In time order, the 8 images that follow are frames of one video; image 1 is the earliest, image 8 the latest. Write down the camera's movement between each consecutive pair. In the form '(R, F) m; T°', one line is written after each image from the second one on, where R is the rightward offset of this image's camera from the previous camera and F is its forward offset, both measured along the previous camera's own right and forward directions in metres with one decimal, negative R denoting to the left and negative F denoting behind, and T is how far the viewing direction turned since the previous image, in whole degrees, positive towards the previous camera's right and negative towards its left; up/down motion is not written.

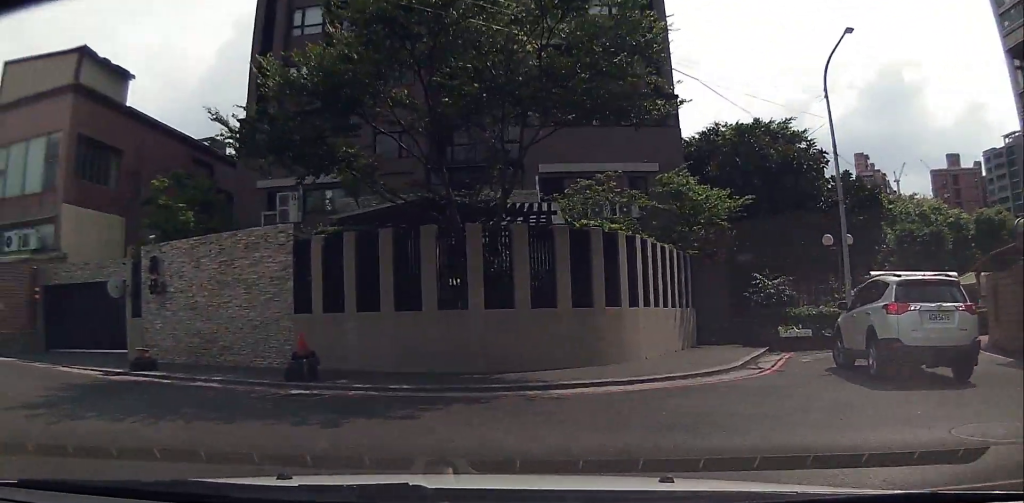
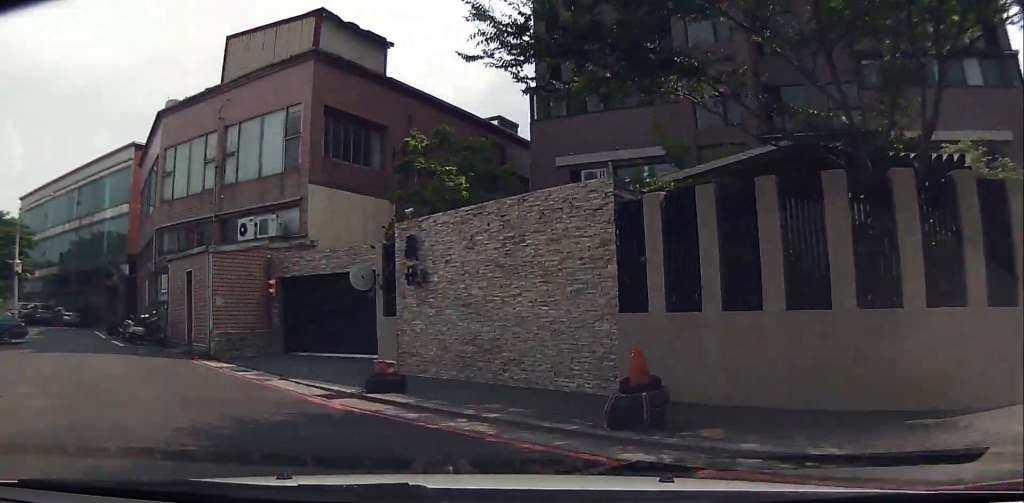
(-0.9, +5.0) m; -23°
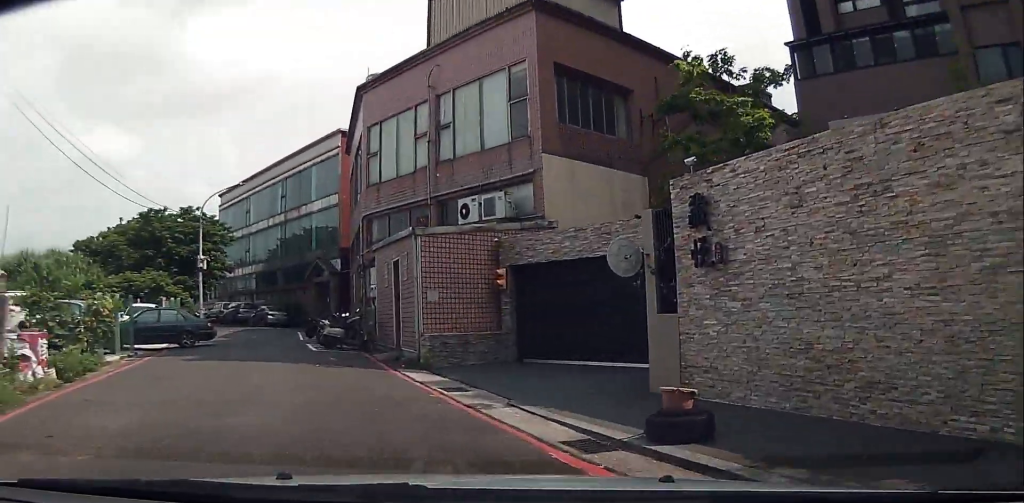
(-0.7, +3.7) m; -17°
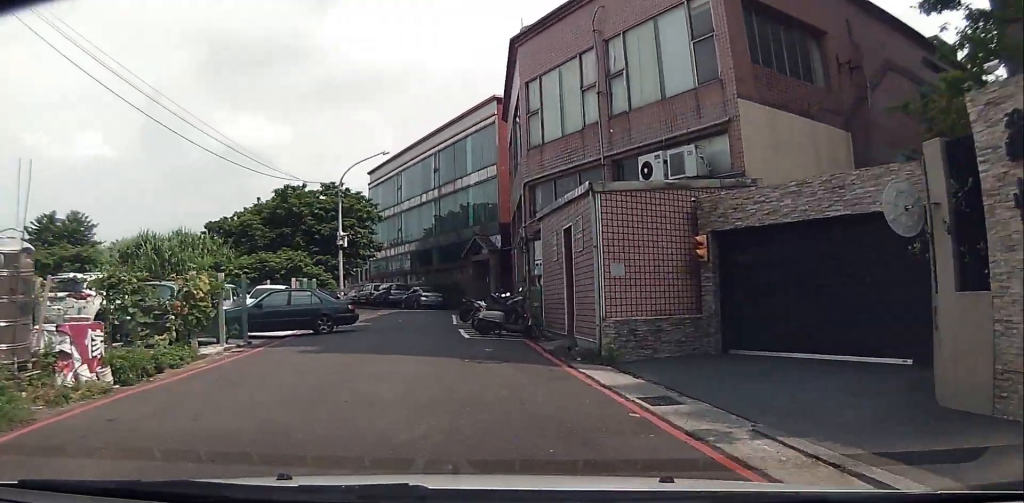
(-0.2, +2.9) m; -9°
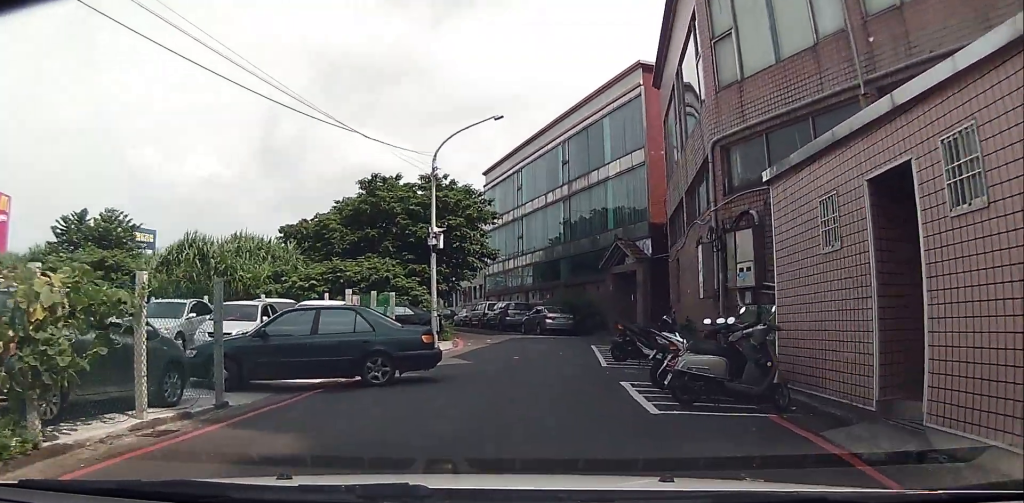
(-1.8, +8.1) m; -19°
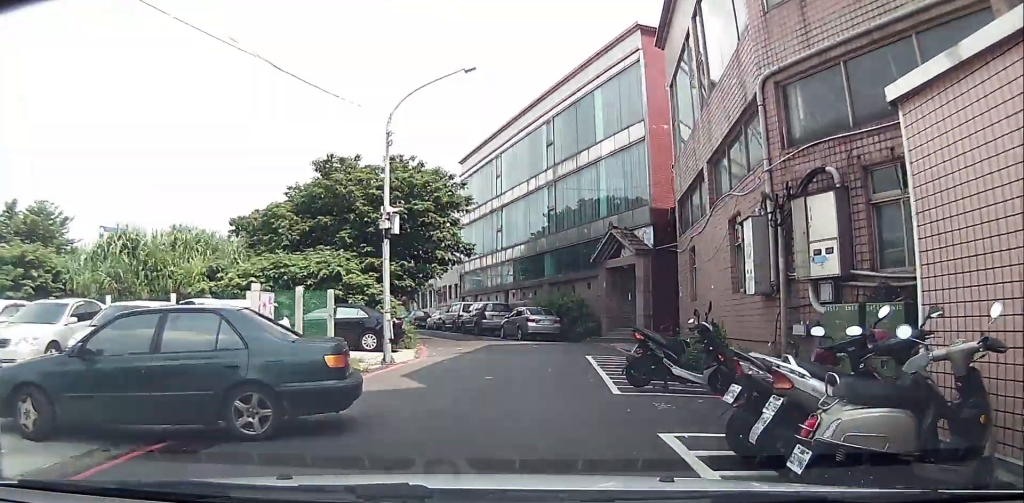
(-0.3, +4.7) m; -3°
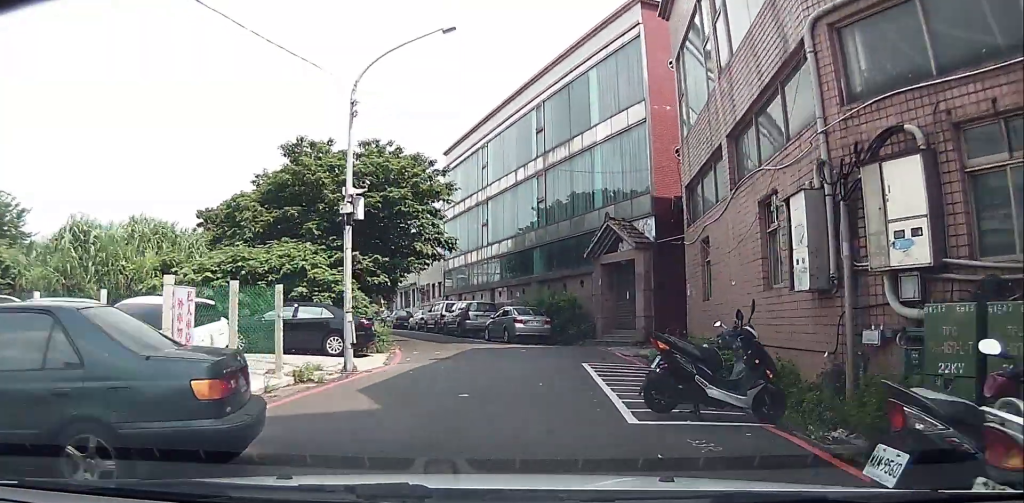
(0.0, +2.7) m; 0°
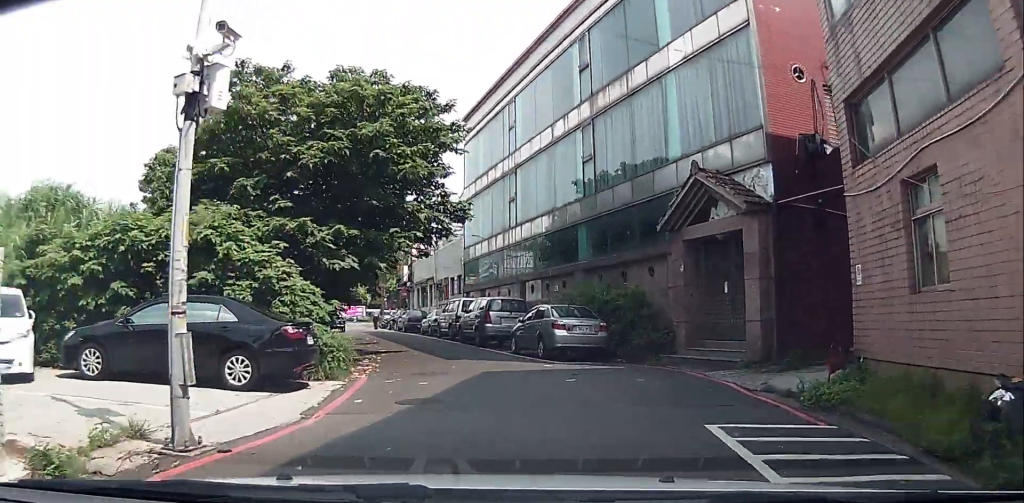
(0.0, +8.4) m; -1°
